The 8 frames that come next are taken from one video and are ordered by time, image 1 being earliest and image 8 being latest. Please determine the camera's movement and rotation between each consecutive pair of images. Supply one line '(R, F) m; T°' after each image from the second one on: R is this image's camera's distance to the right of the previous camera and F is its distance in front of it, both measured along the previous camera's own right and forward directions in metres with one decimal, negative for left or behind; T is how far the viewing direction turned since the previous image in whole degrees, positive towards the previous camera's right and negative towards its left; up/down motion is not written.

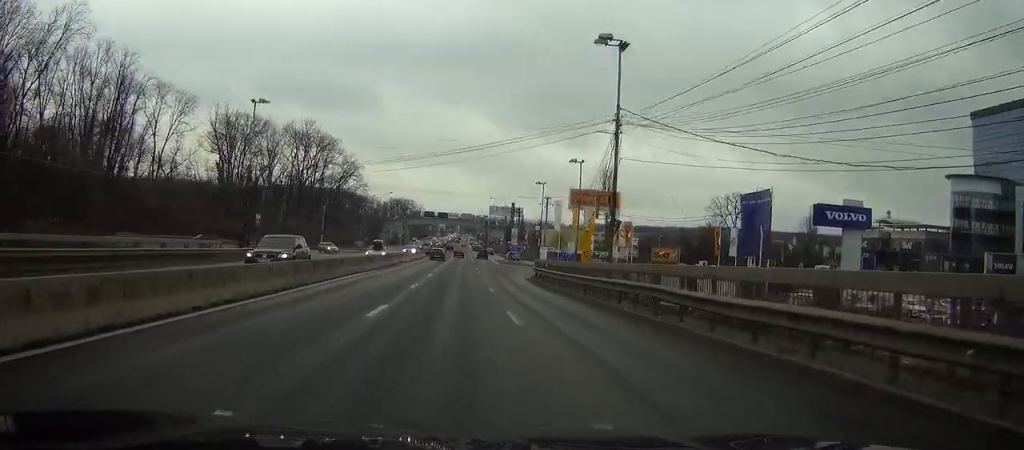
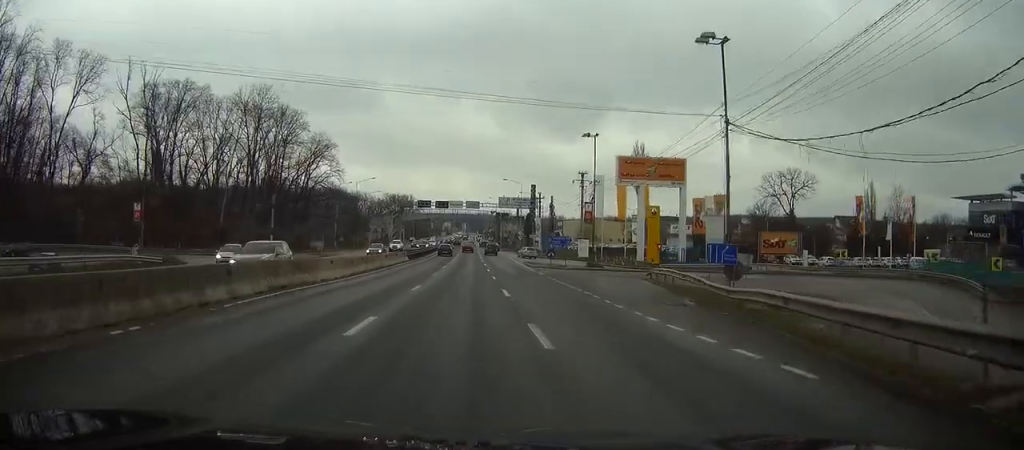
(-0.5, +40.4) m; -1°
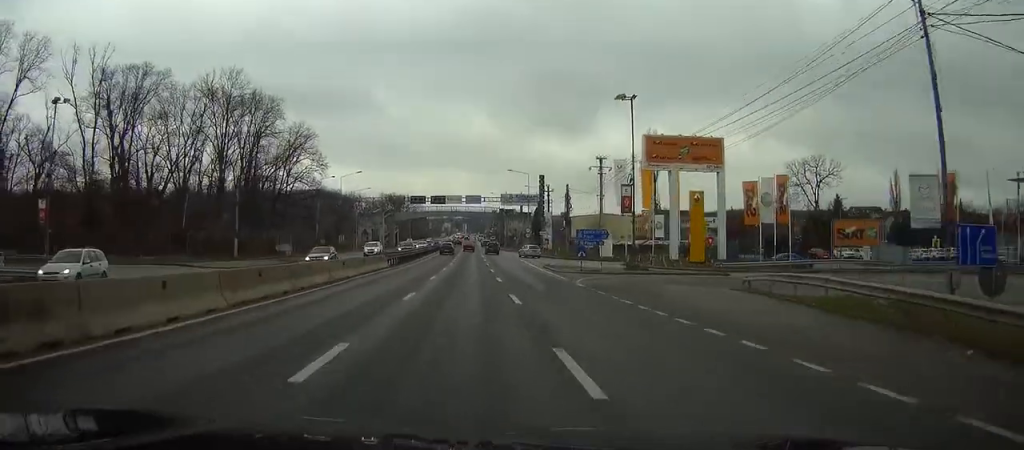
(0.0, +15.9) m; 0°
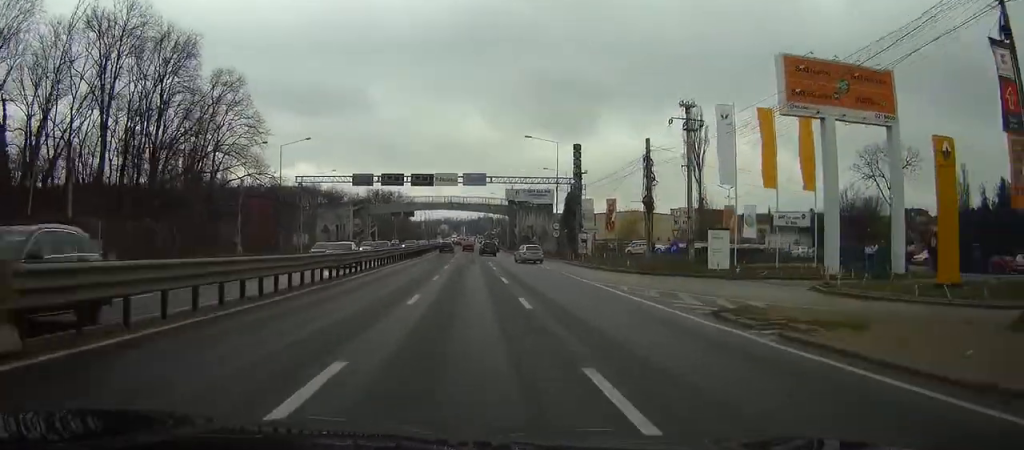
(-0.1, +38.2) m; 0°
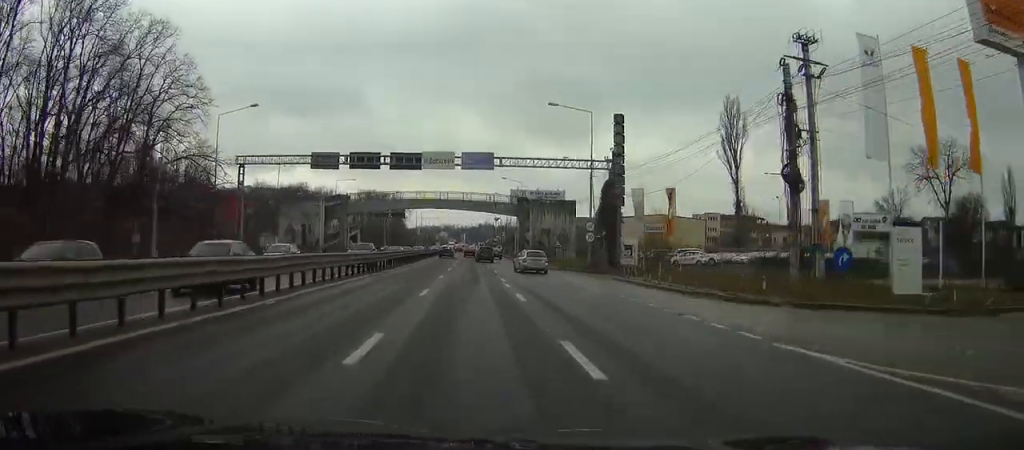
(+0.1, +21.4) m; 0°
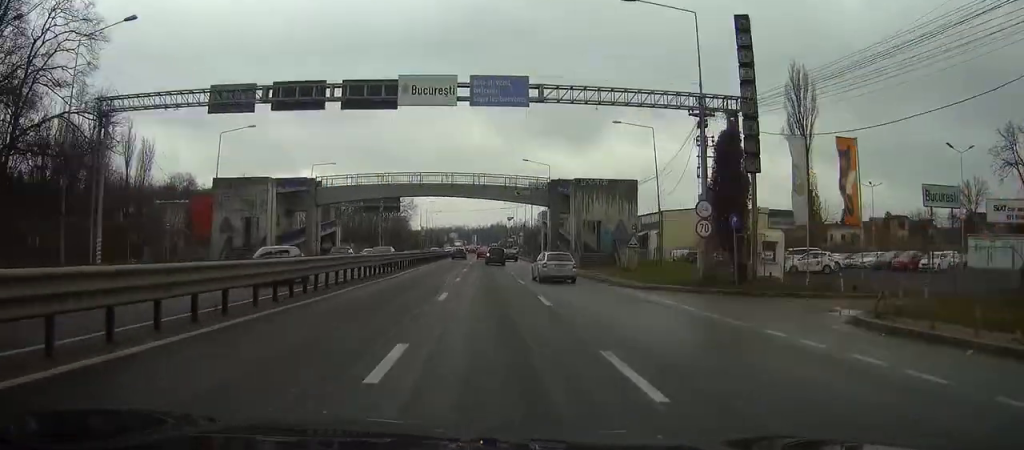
(0.0, +25.5) m; -1°
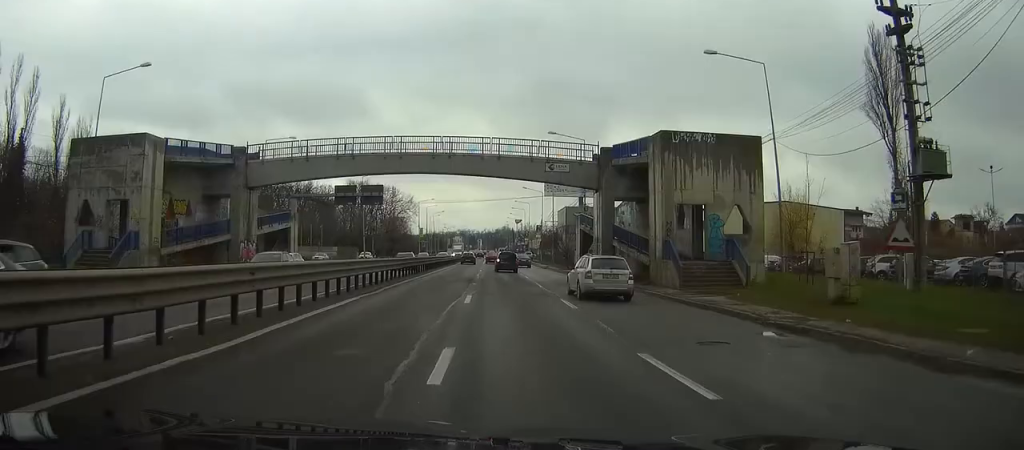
(-0.2, +23.9) m; -1°
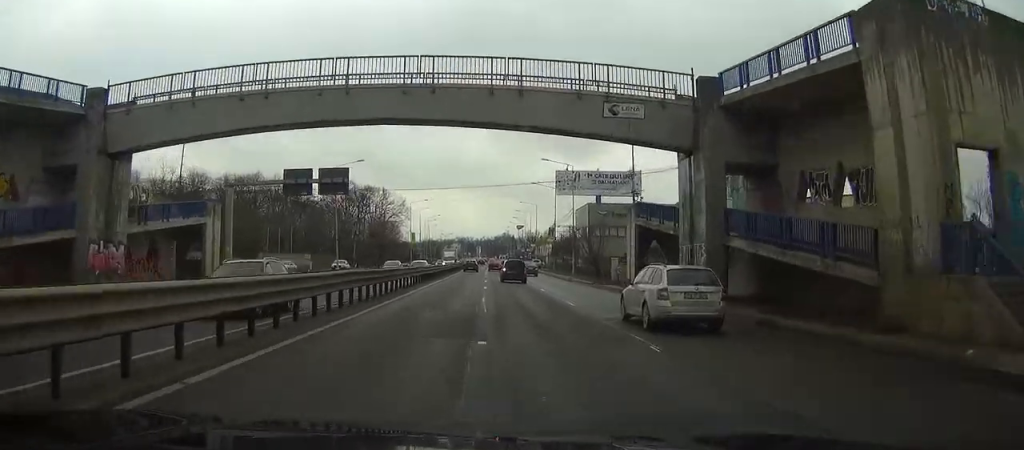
(0.0, +19.9) m; 0°
